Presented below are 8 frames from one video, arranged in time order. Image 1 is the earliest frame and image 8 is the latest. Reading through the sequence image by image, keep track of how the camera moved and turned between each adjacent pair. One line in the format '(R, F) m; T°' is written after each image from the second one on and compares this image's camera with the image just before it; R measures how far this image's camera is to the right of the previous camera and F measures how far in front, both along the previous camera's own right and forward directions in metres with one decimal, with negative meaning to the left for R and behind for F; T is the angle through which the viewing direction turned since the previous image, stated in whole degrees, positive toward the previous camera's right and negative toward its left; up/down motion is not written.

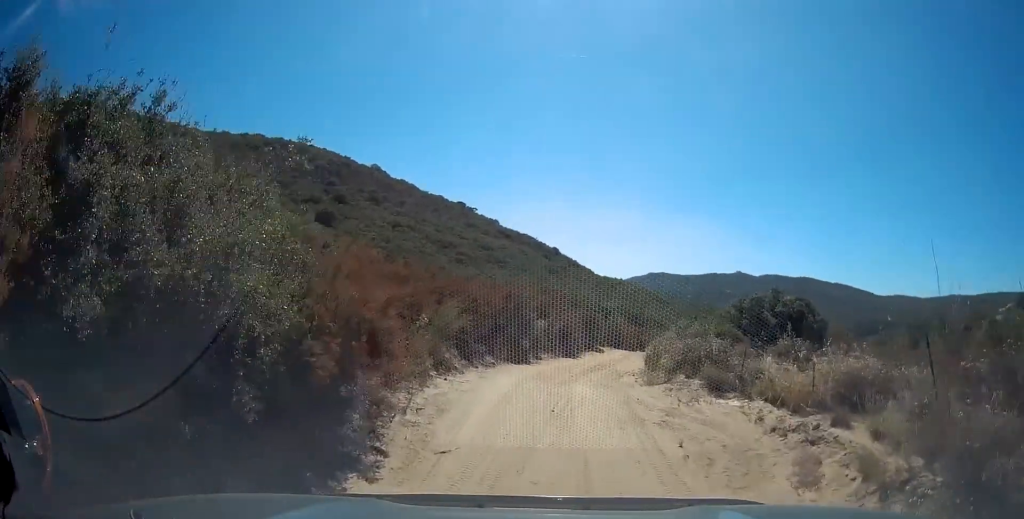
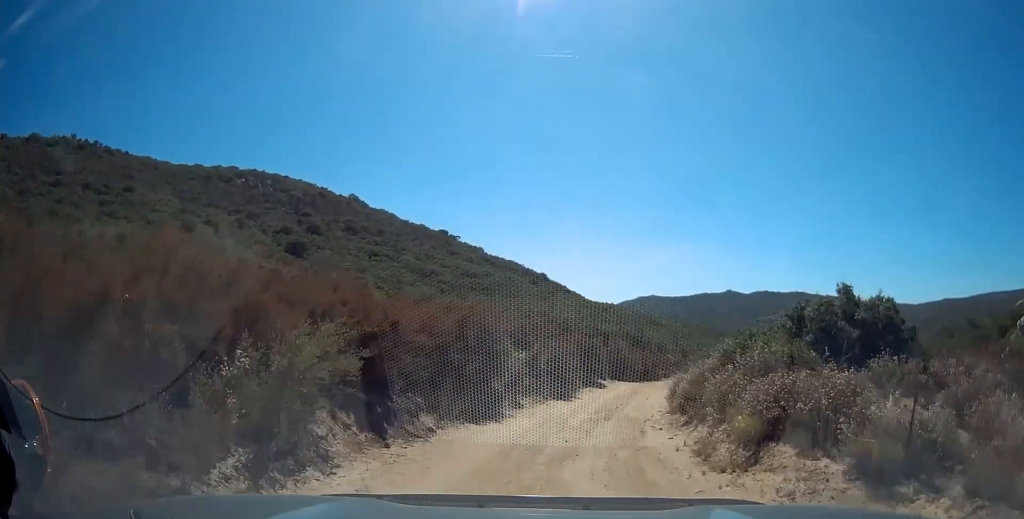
(0.0, +7.3) m; 0°
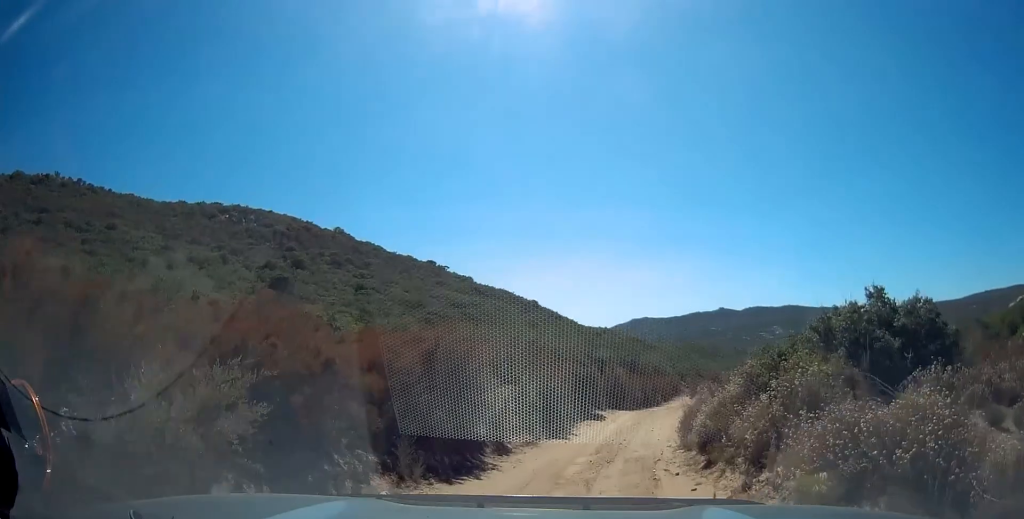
(0.0, +2.6) m; +1°
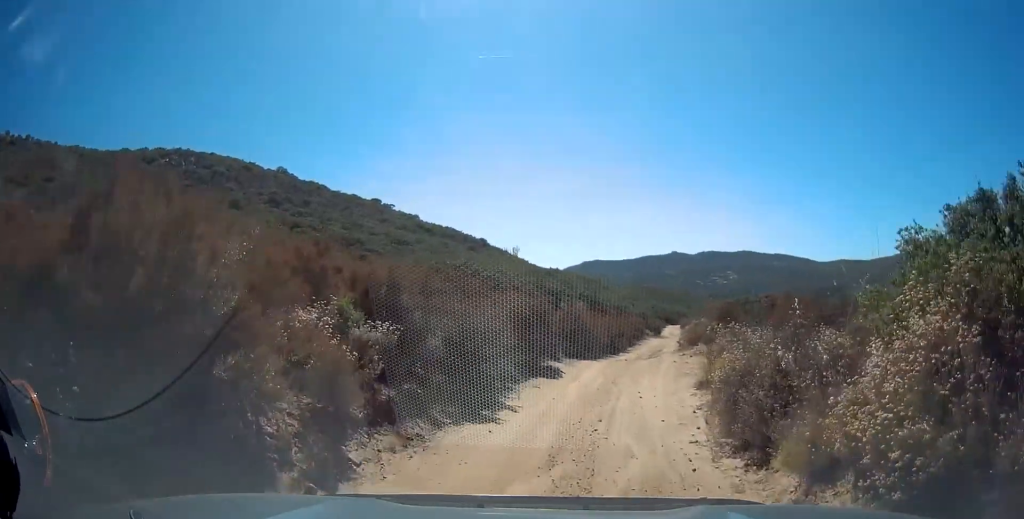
(+0.3, +8.5) m; +5°
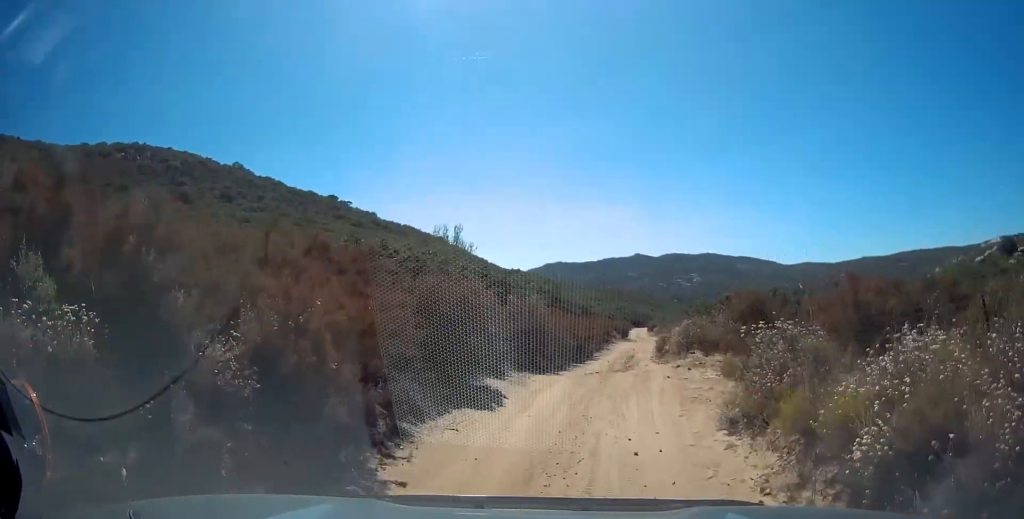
(+0.3, +5.9) m; +4°
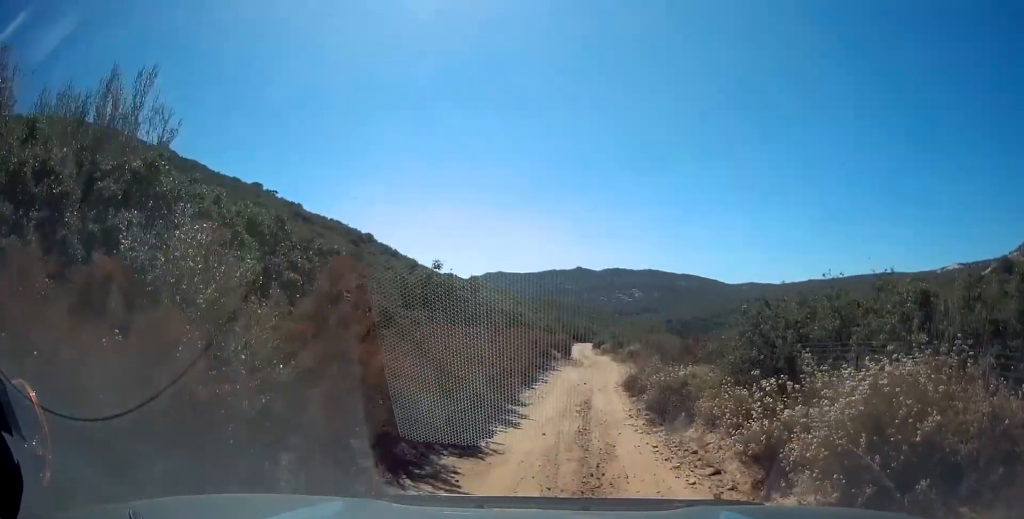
(+0.6, +14.9) m; +5°
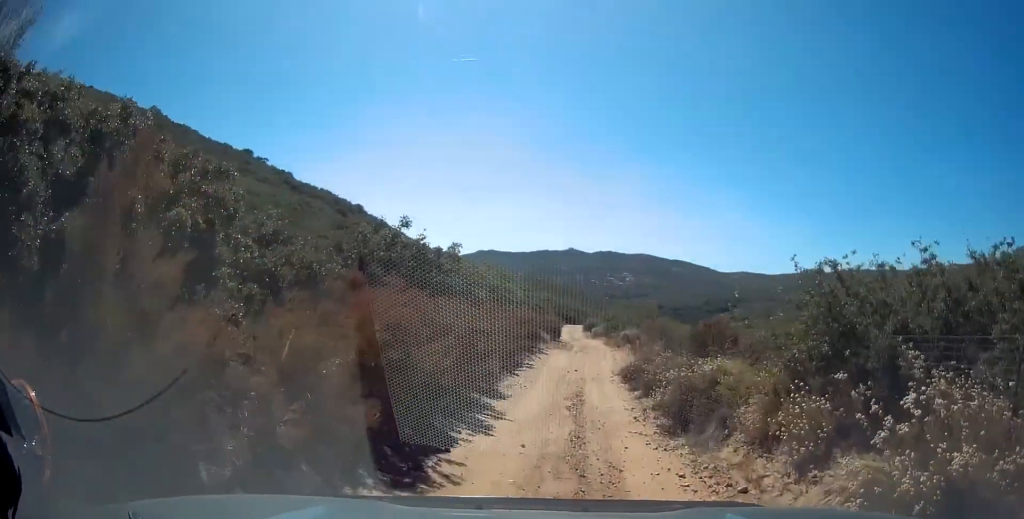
(0.0, +3.4) m; +1°
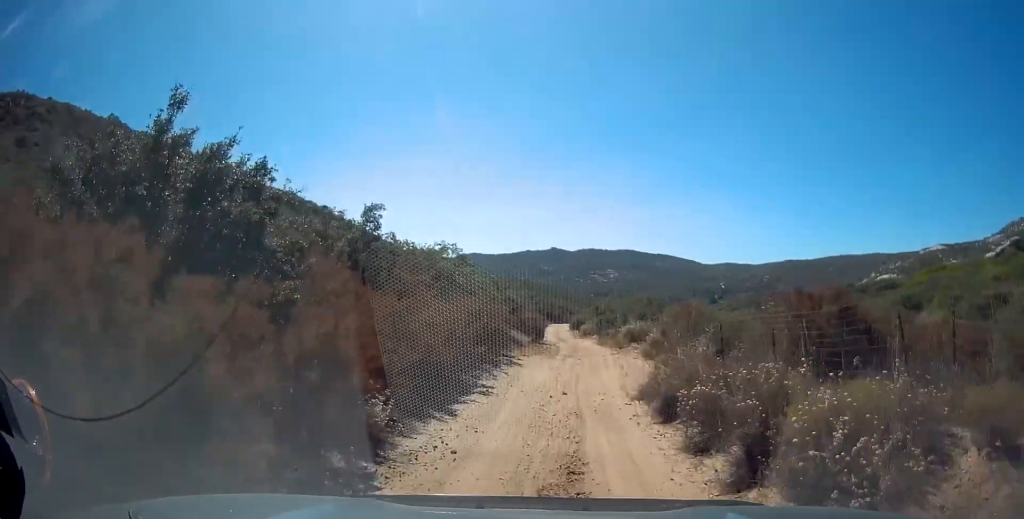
(+0.4, +9.7) m; +2°
